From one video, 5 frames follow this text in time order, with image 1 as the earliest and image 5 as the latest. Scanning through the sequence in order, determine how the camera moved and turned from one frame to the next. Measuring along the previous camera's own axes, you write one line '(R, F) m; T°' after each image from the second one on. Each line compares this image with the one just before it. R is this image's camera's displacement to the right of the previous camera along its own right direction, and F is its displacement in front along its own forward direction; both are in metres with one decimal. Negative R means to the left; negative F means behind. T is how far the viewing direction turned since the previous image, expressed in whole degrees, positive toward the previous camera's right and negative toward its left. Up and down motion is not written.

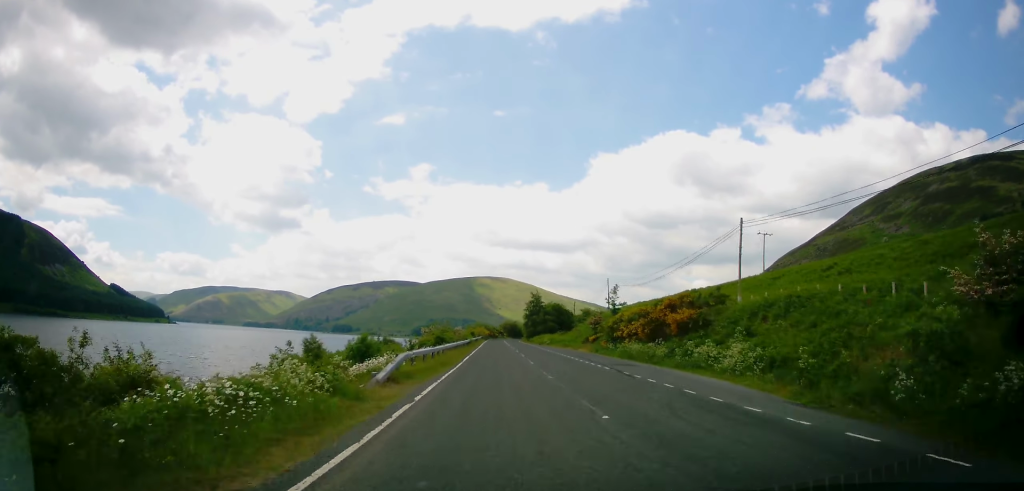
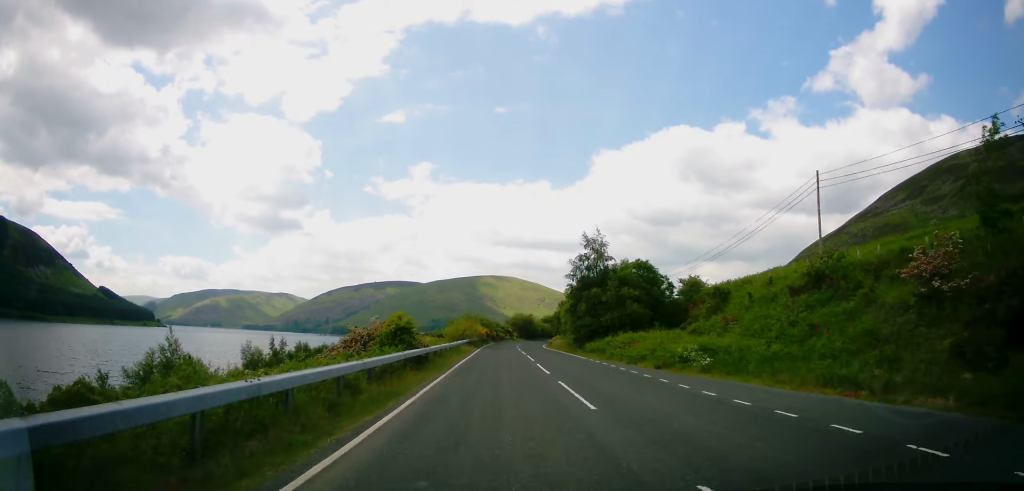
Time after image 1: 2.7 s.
(+0.5, +59.7) m; 0°
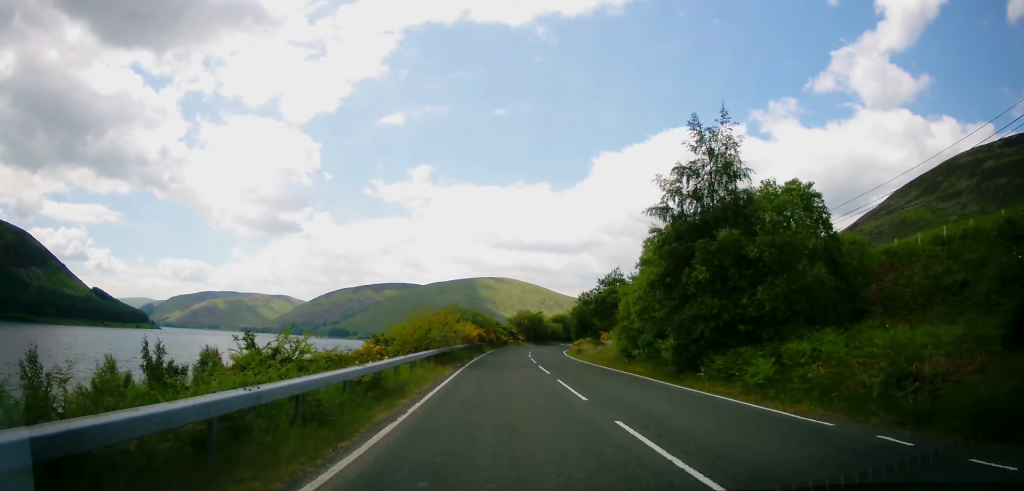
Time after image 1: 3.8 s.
(-0.2, +24.2) m; -1°
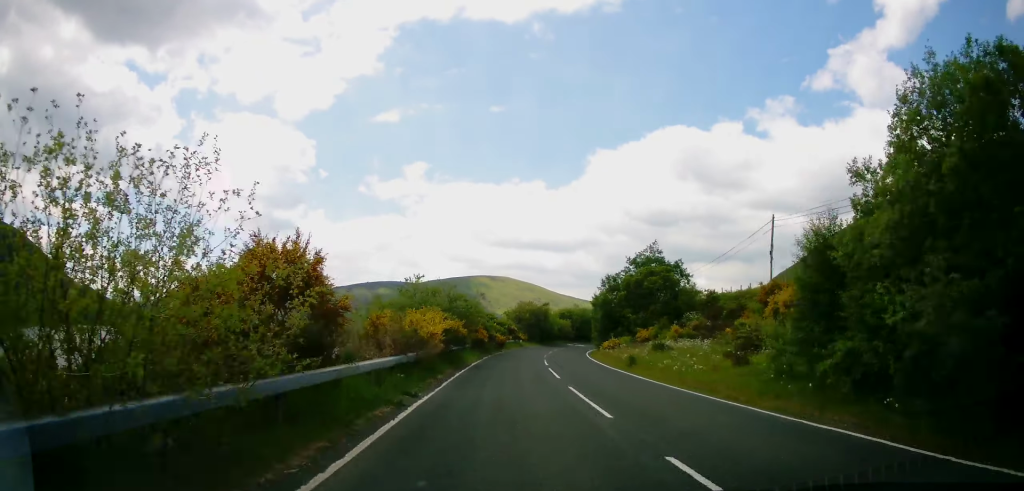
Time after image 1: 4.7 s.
(0.0, +20.1) m; +1°
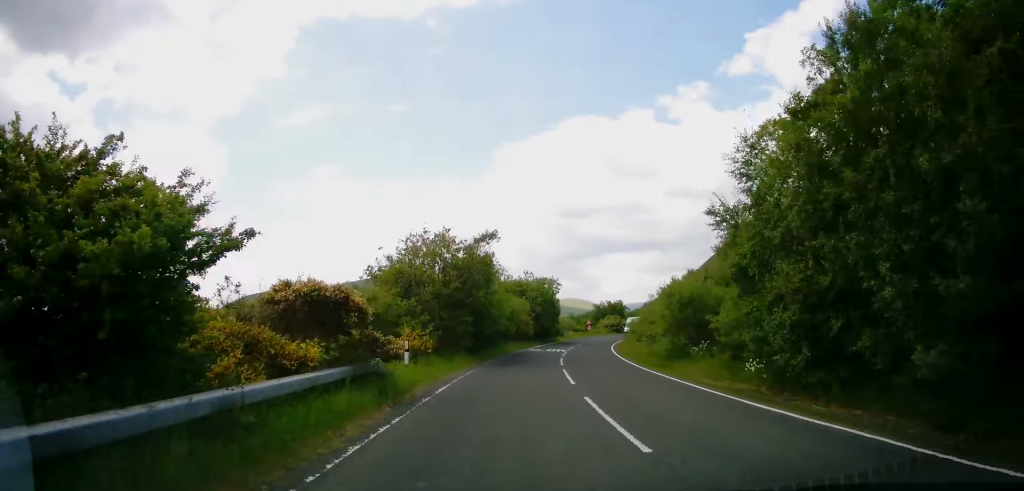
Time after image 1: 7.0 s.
(+2.4, +47.2) m; +8°
